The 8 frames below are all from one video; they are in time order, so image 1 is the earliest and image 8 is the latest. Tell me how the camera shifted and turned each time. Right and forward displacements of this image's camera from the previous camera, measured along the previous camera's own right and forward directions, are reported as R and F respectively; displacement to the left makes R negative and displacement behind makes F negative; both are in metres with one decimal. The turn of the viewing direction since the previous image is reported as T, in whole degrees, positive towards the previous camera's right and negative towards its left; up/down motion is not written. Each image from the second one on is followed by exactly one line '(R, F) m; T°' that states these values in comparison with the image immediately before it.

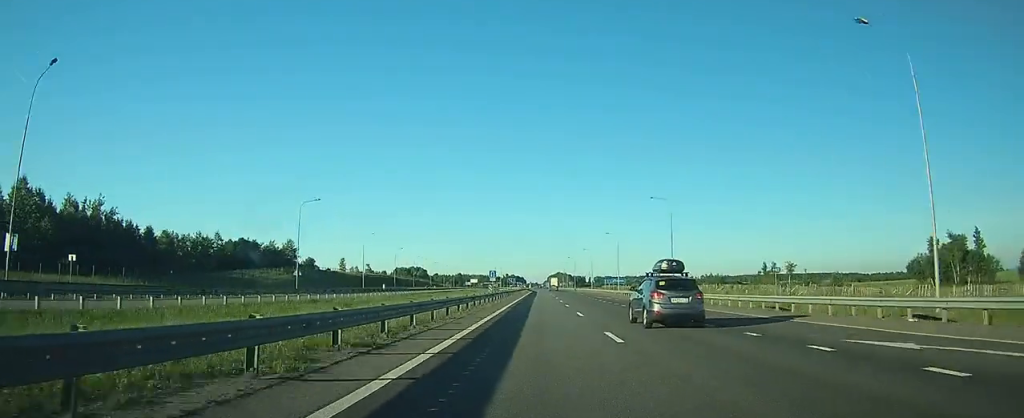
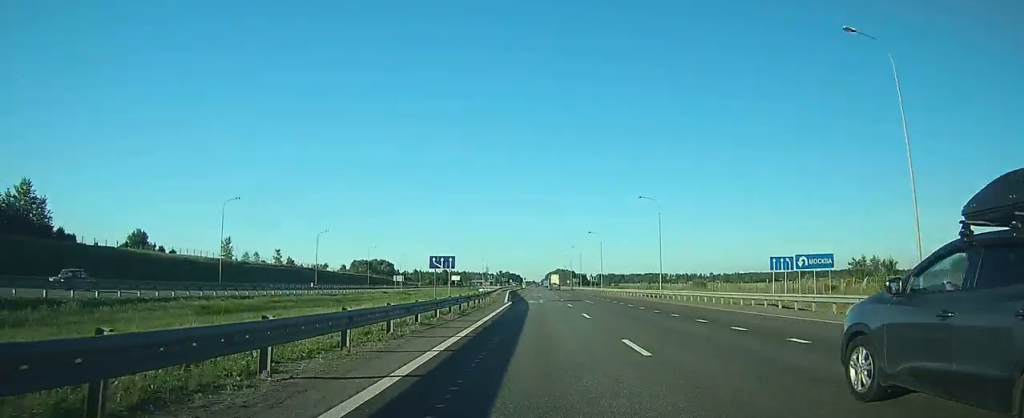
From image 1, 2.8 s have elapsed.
(-0.3, +99.6) m; 0°
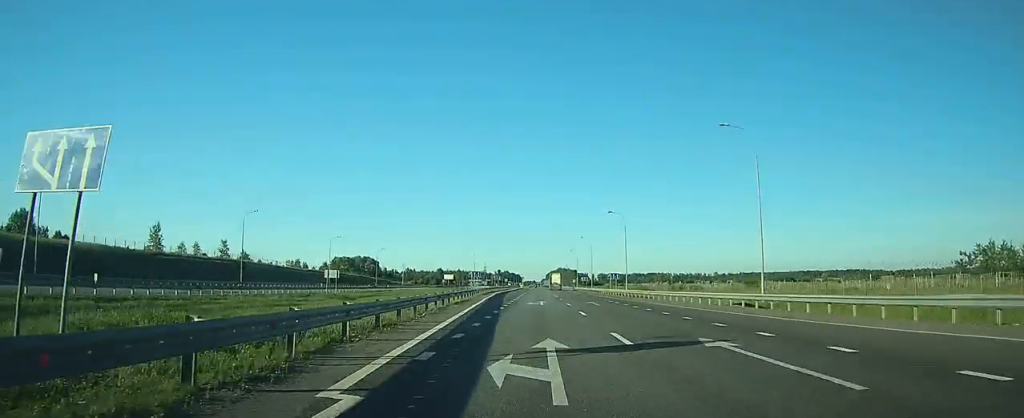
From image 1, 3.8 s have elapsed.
(0.0, +34.5) m; 0°
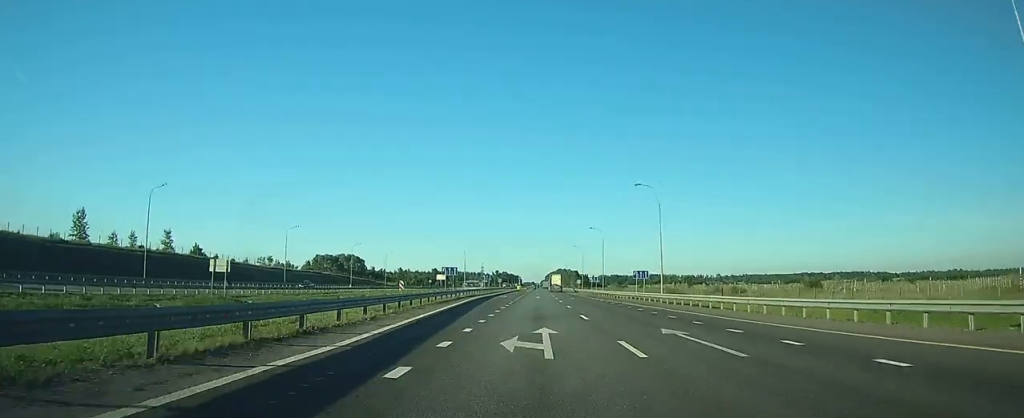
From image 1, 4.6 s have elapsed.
(0.0, +26.1) m; 0°
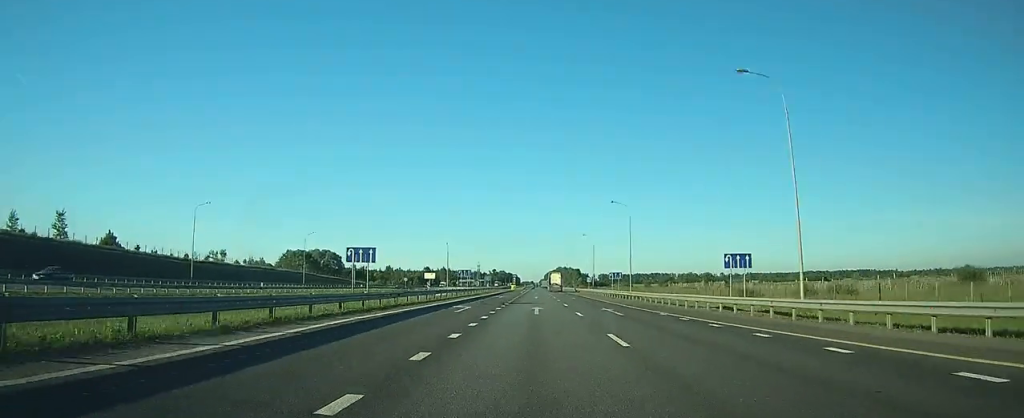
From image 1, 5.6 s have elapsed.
(0.0, +34.8) m; 0°
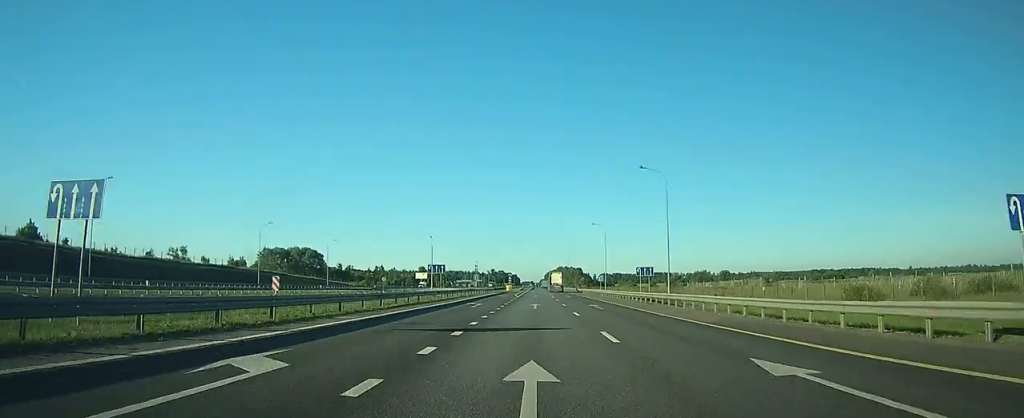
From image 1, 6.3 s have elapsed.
(0.0, +23.3) m; 0°
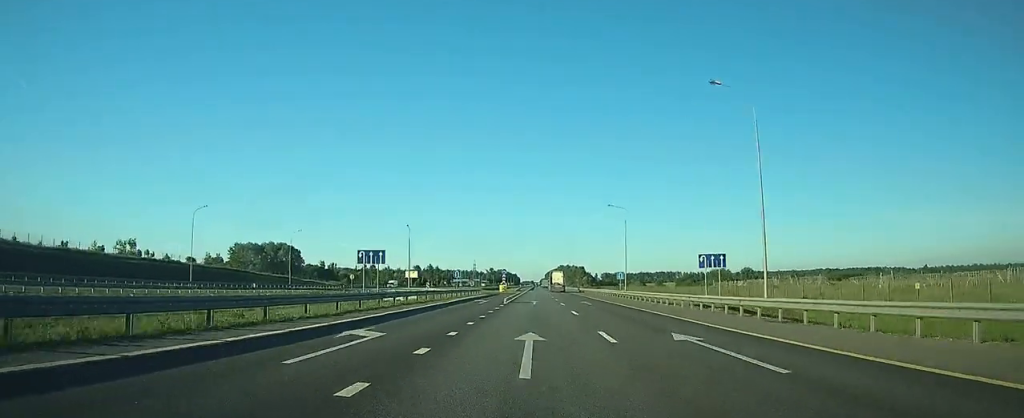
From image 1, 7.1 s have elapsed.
(0.0, +24.2) m; 0°
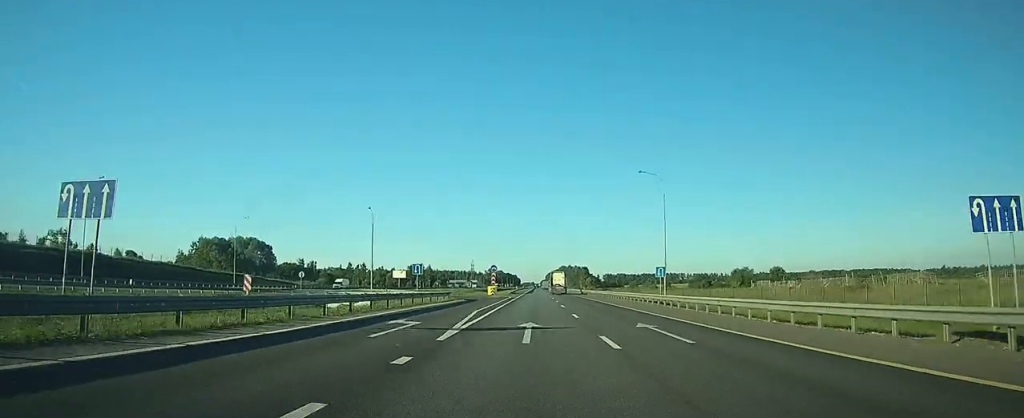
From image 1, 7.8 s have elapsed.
(0.0, +25.2) m; 0°
